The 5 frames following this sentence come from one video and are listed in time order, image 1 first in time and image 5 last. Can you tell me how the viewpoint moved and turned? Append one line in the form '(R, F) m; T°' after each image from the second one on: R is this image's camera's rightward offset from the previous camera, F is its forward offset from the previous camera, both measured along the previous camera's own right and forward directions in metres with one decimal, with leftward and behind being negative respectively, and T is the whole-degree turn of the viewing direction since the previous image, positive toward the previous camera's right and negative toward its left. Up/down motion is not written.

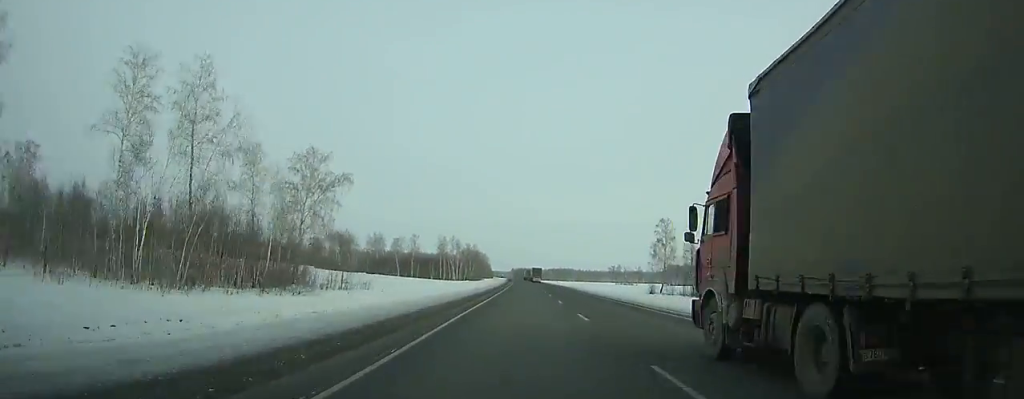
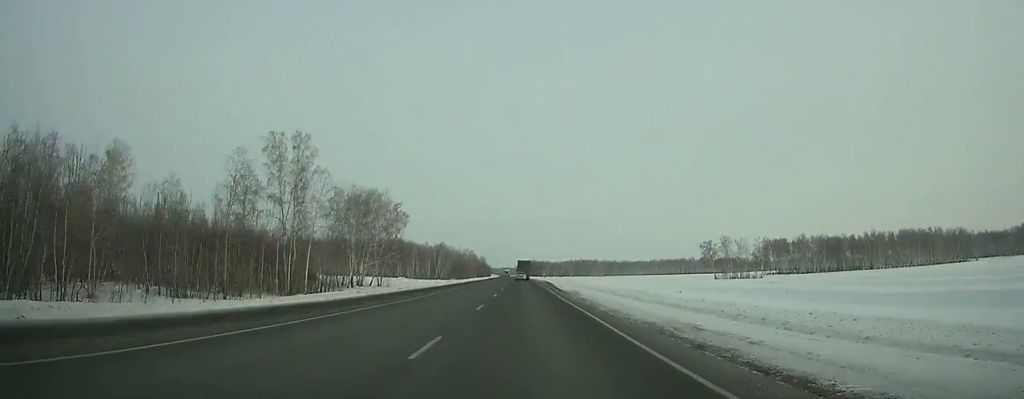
(+0.3, +223.4) m; -1°
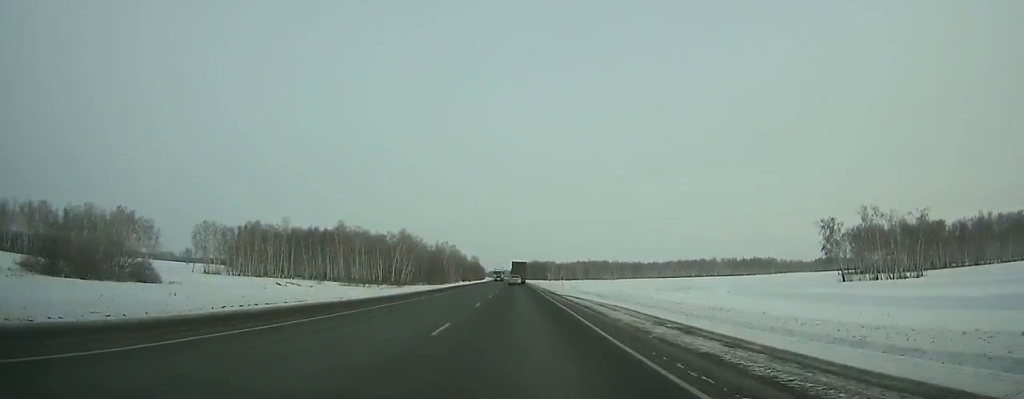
(-0.2, +94.3) m; 0°
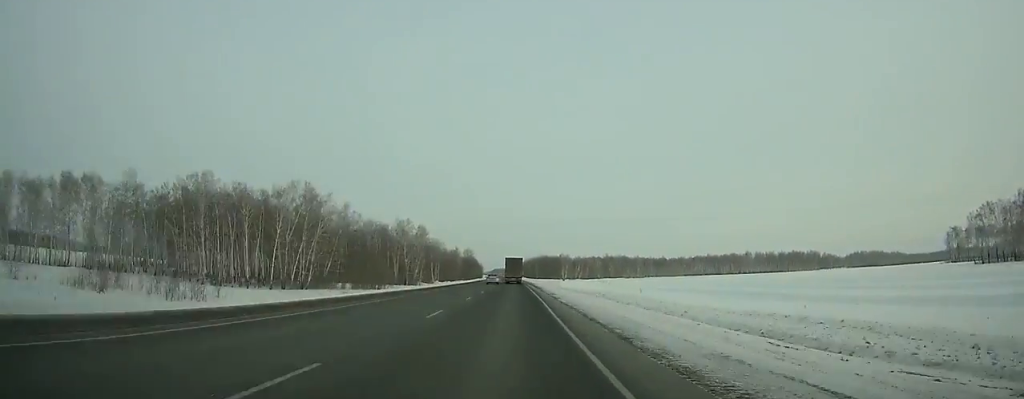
(-0.4, +92.7) m; -1°
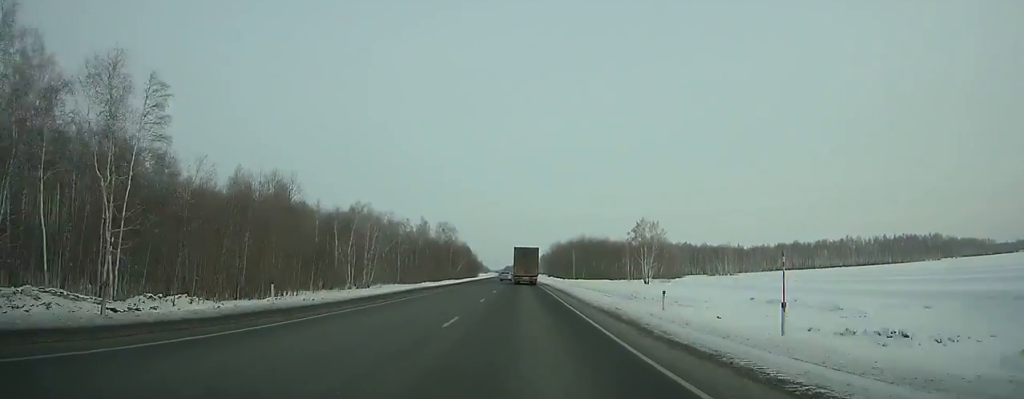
(-1.9, +169.4) m; -1°
